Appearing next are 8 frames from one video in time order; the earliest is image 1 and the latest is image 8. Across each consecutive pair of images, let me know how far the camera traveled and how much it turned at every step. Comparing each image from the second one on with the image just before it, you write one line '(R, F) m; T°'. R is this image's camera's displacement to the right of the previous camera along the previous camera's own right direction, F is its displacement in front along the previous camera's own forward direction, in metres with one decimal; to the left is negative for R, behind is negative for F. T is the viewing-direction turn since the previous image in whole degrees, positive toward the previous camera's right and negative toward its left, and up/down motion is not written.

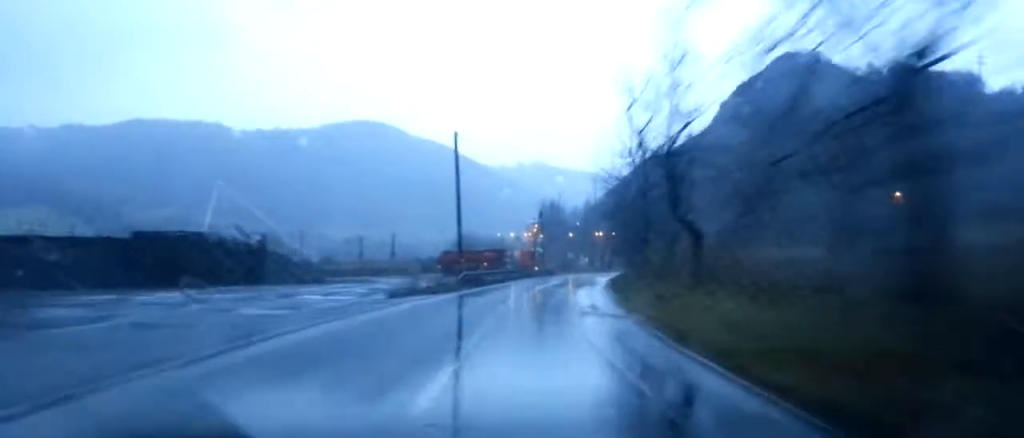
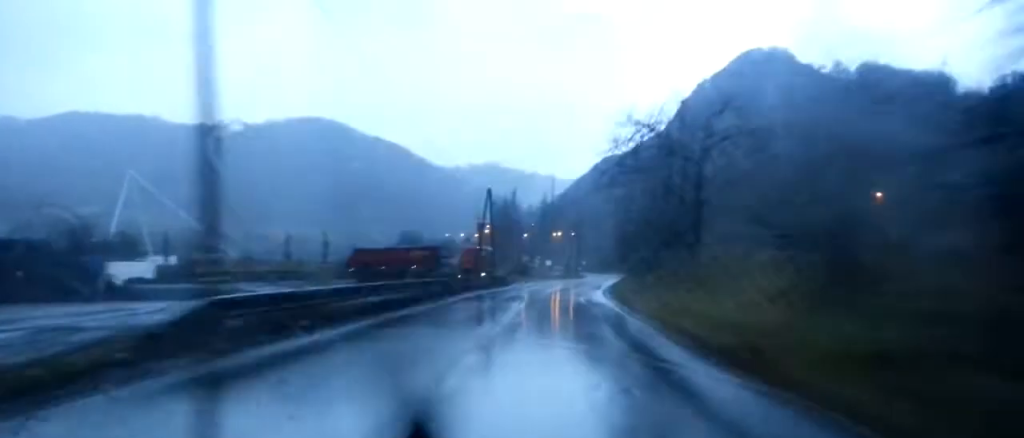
(+0.3, +26.1) m; +2°
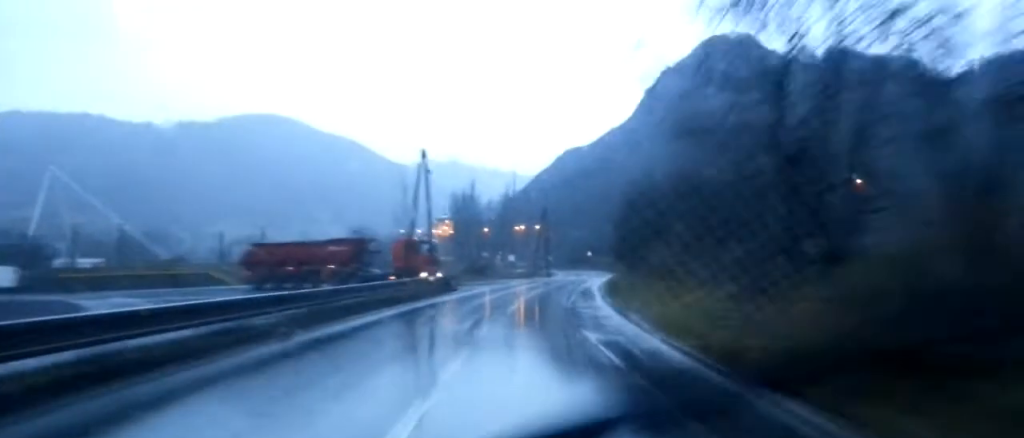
(+0.3, +17.3) m; +3°
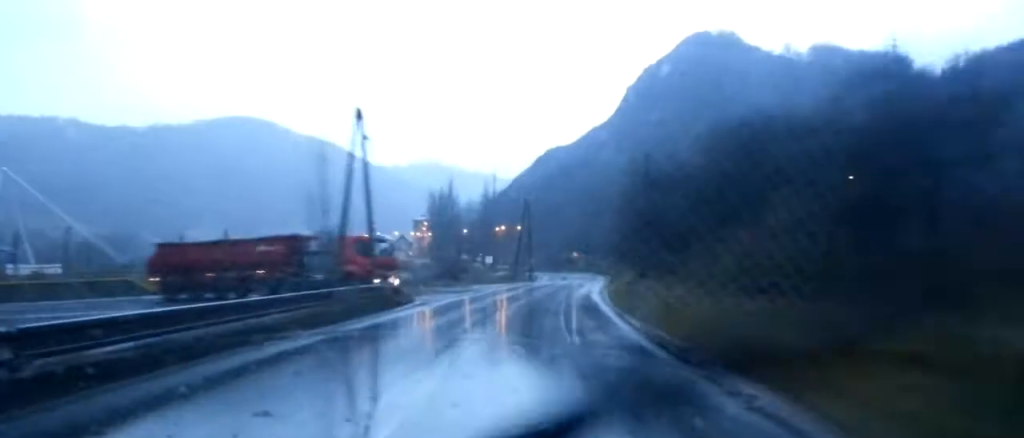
(+0.4, +10.1) m; +1°
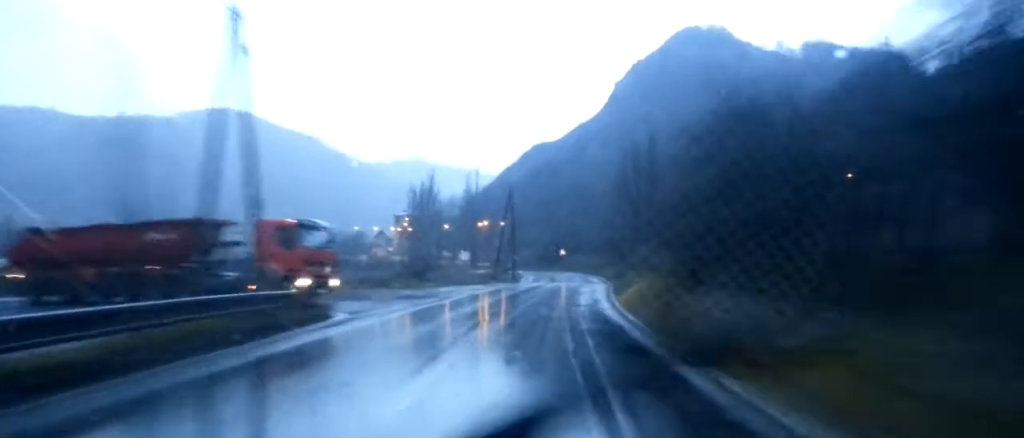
(-0.3, +9.9) m; +1°
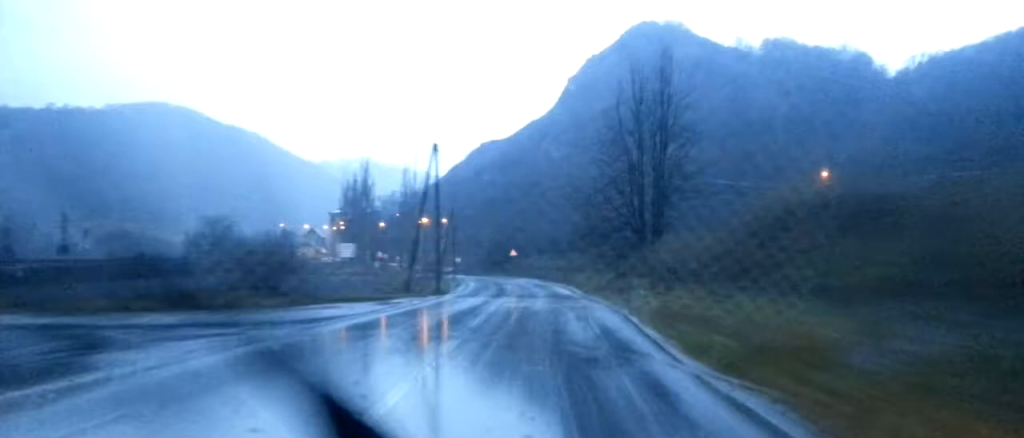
(+0.6, +21.7) m; +3°
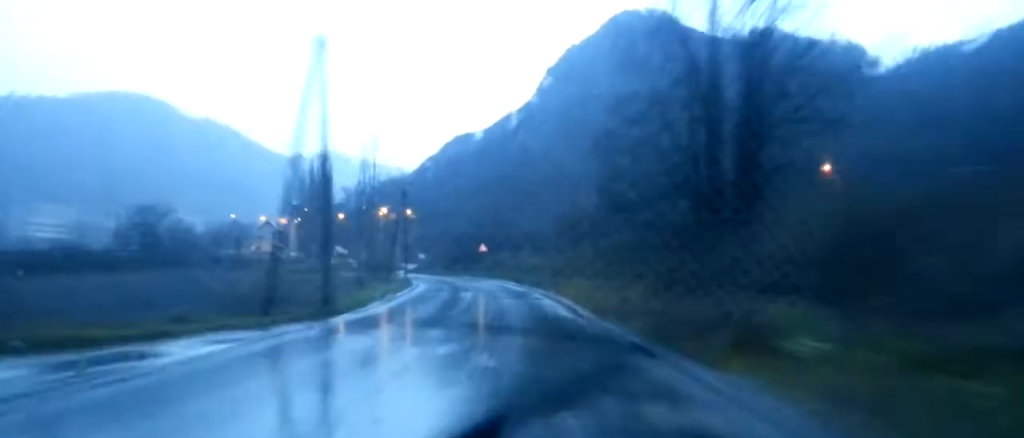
(+0.2, +16.8) m; +3°
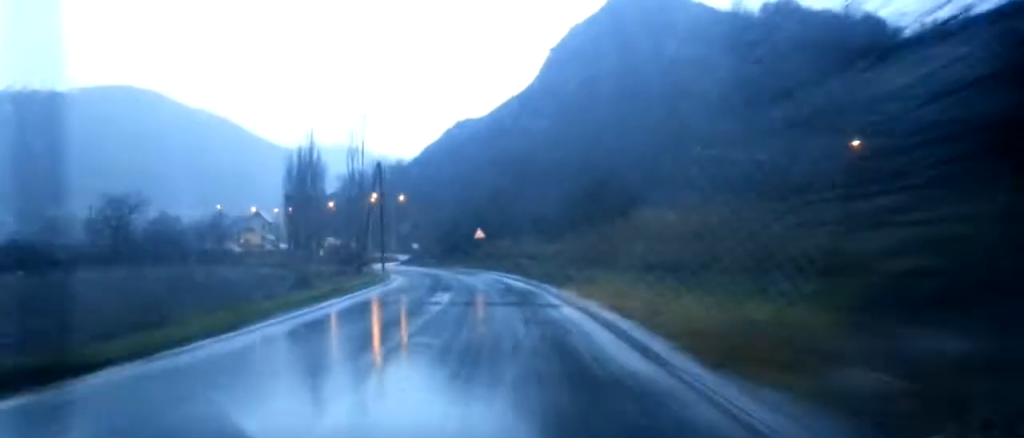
(+0.3, +11.9) m; +2°
